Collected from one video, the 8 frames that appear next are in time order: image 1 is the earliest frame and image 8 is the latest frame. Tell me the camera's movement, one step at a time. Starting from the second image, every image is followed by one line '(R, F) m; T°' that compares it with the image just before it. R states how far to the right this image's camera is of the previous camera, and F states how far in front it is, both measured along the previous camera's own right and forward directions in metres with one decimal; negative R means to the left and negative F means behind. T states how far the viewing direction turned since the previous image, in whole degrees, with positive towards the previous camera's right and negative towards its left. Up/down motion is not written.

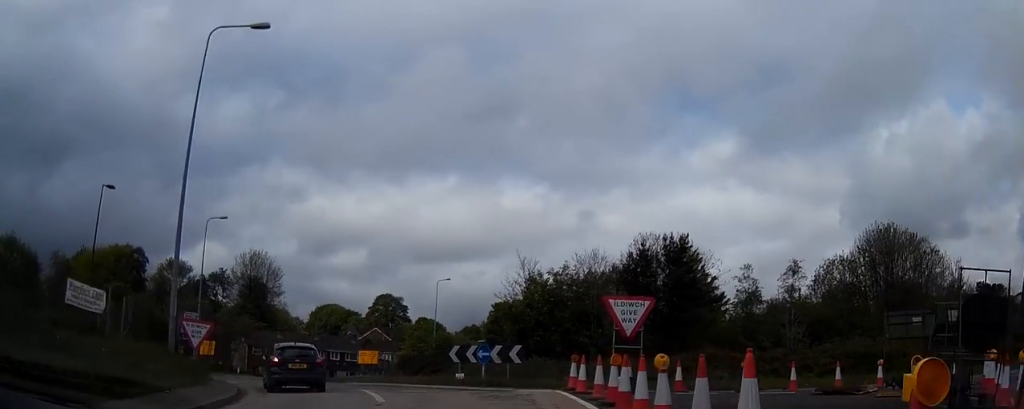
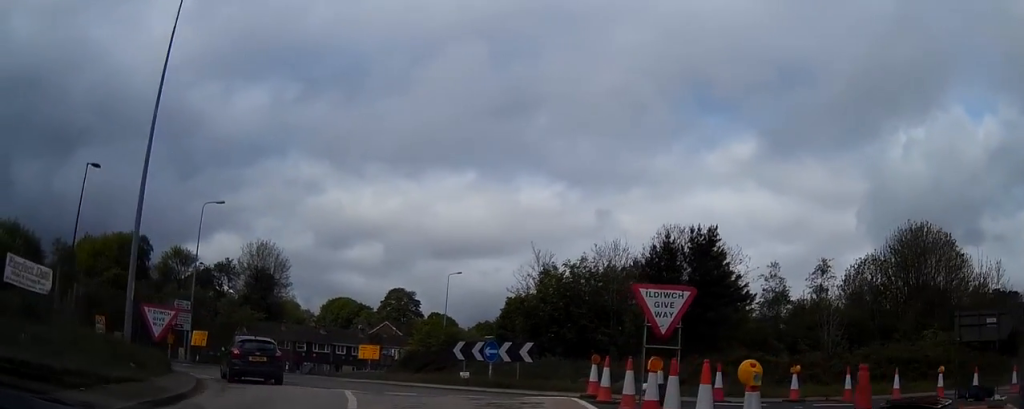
(0.0, +4.1) m; -1°
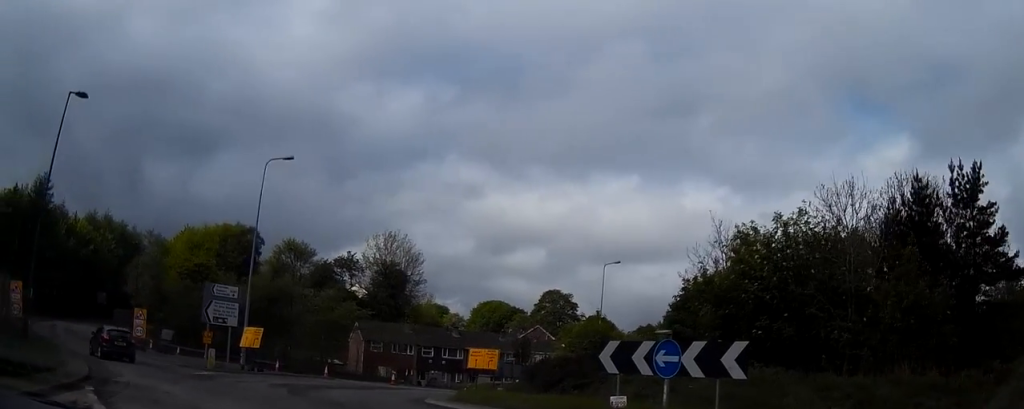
(-0.9, +15.5) m; -11°
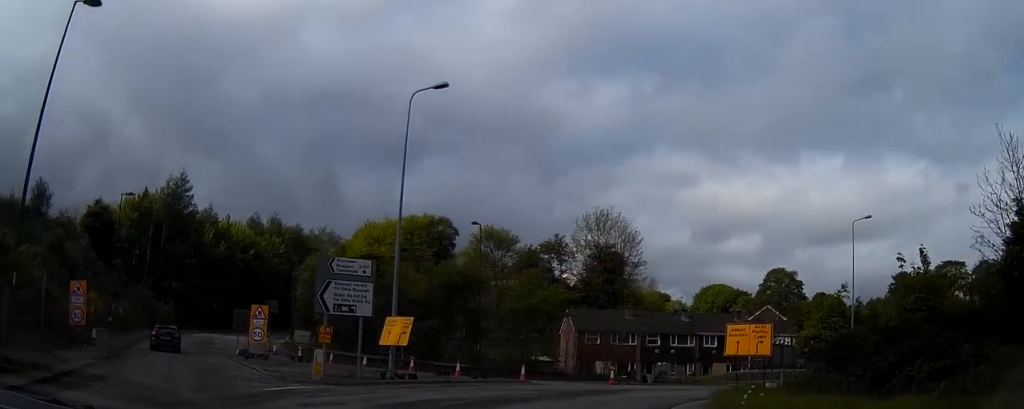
(-1.7, +10.6) m; -16°
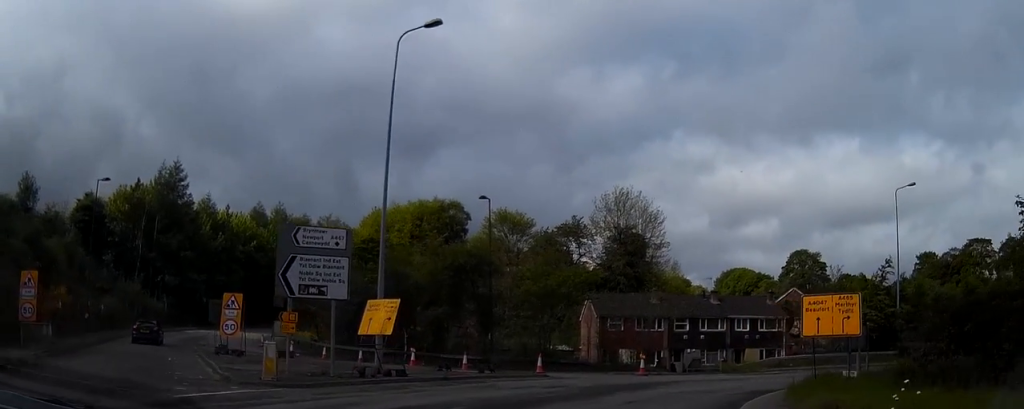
(-0.2, +4.8) m; -4°
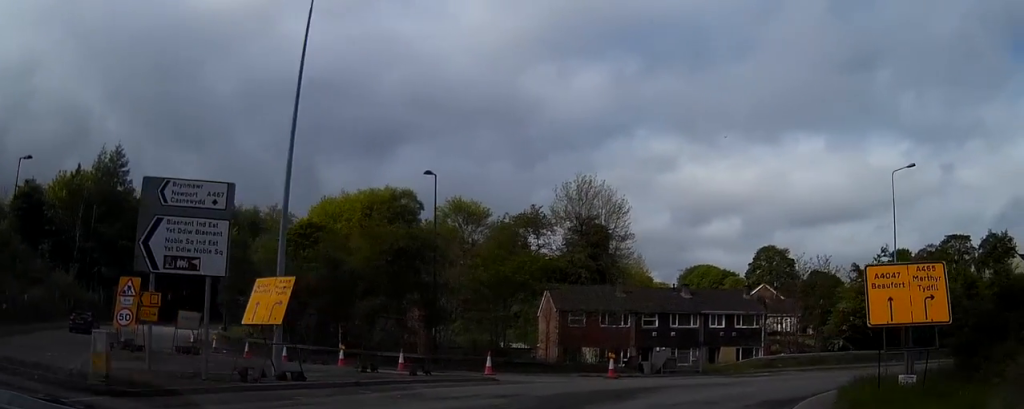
(-0.3, +5.3) m; 0°
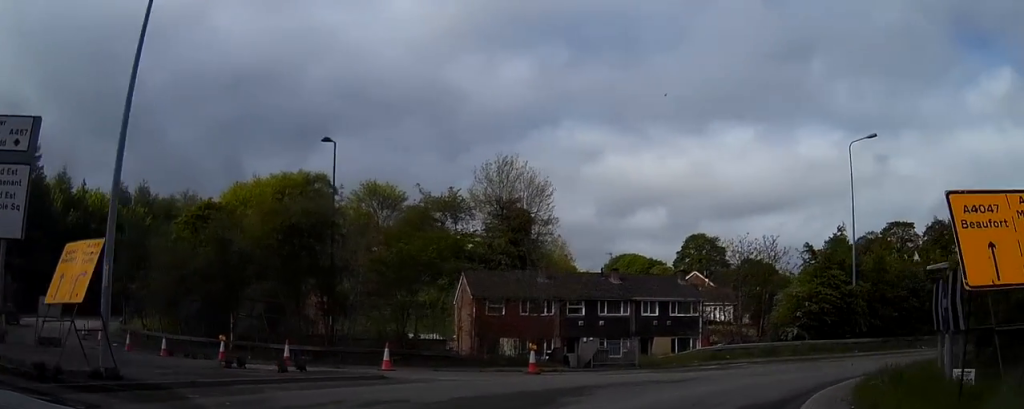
(+0.1, +4.7) m; +4°
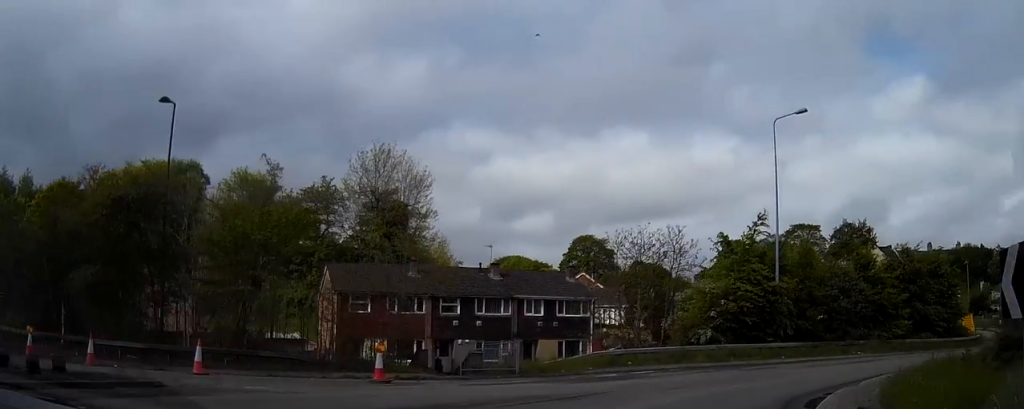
(+0.2, +5.8) m; +7°
